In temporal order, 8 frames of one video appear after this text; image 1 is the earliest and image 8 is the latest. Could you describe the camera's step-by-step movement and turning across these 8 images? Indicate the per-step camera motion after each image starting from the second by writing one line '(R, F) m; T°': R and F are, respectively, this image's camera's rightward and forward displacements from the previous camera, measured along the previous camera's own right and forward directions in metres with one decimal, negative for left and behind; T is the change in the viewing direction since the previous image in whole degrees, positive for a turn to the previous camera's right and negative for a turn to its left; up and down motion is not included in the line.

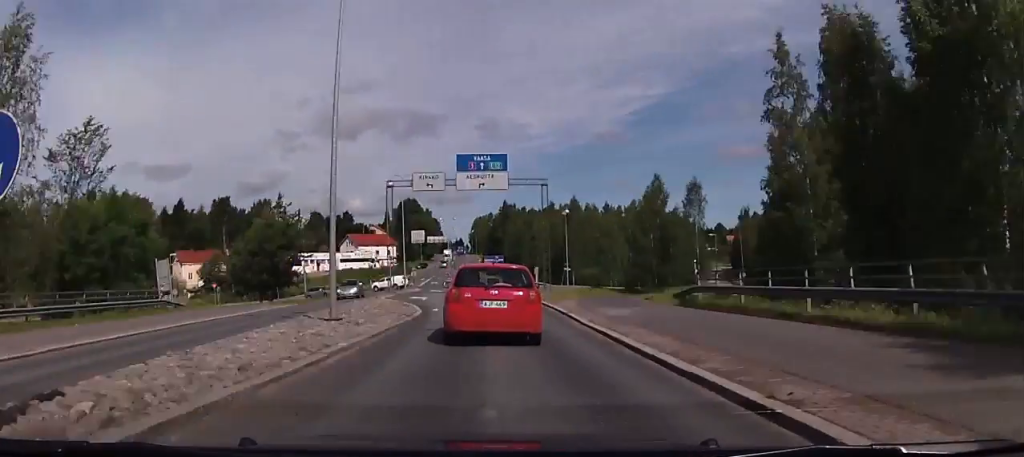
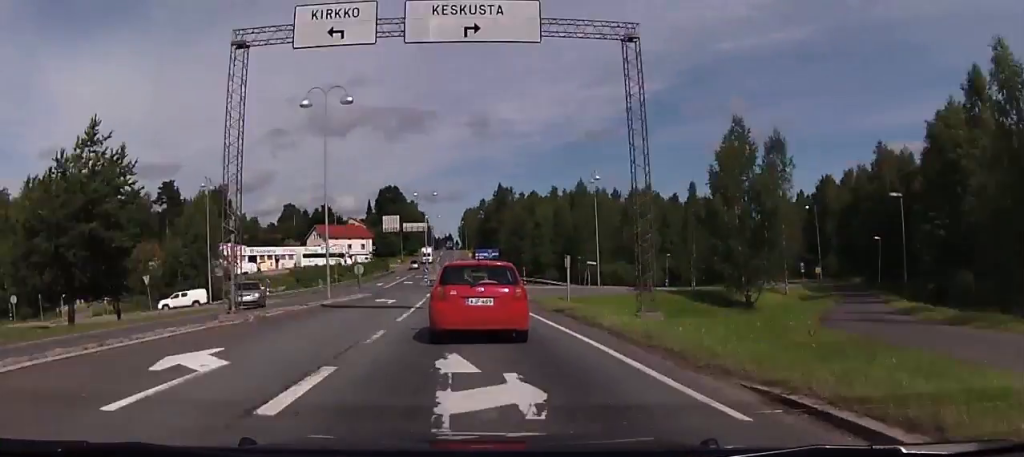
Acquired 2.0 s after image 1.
(+0.6, +30.5) m; 0°
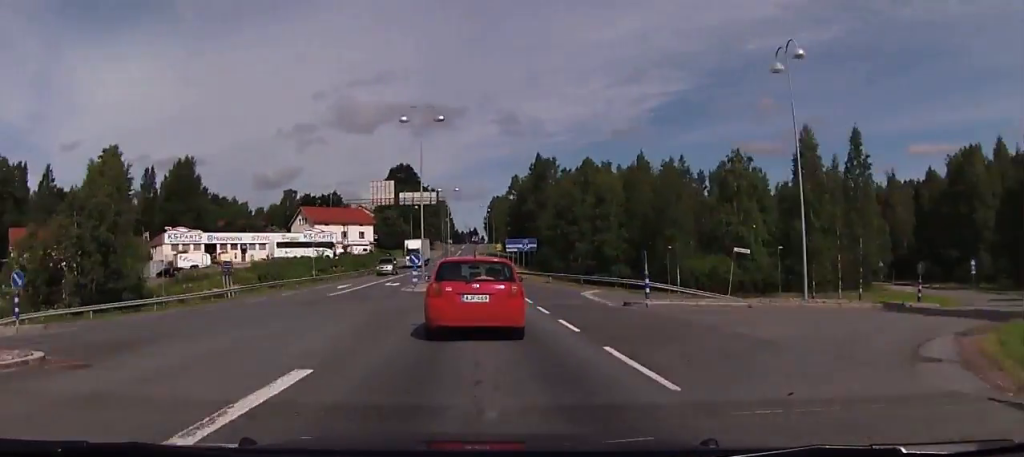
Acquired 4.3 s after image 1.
(-0.4, +35.1) m; -1°
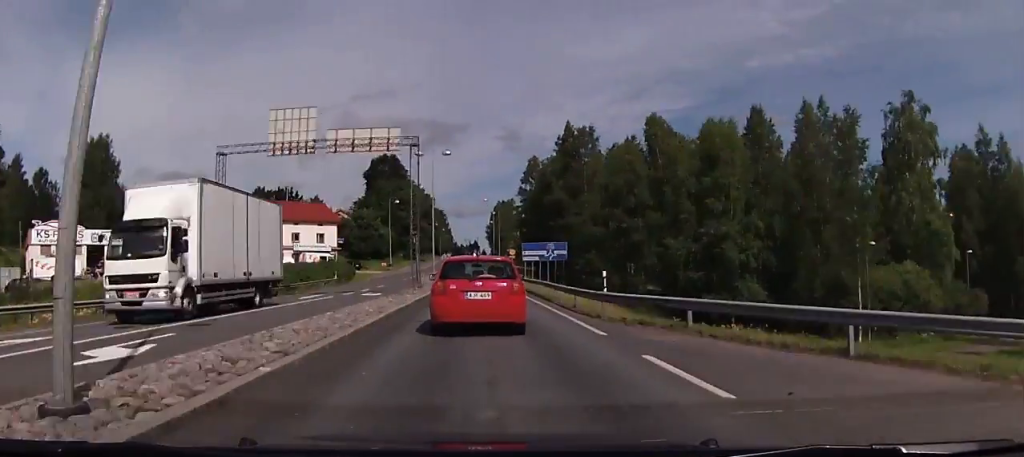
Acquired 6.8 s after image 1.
(-0.4, +37.4) m; -1°
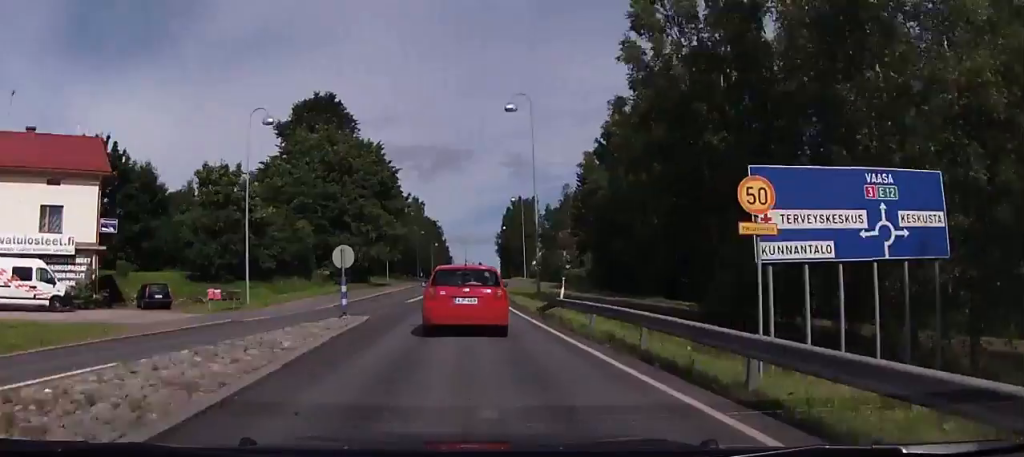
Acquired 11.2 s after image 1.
(-0.5, +63.0) m; 0°
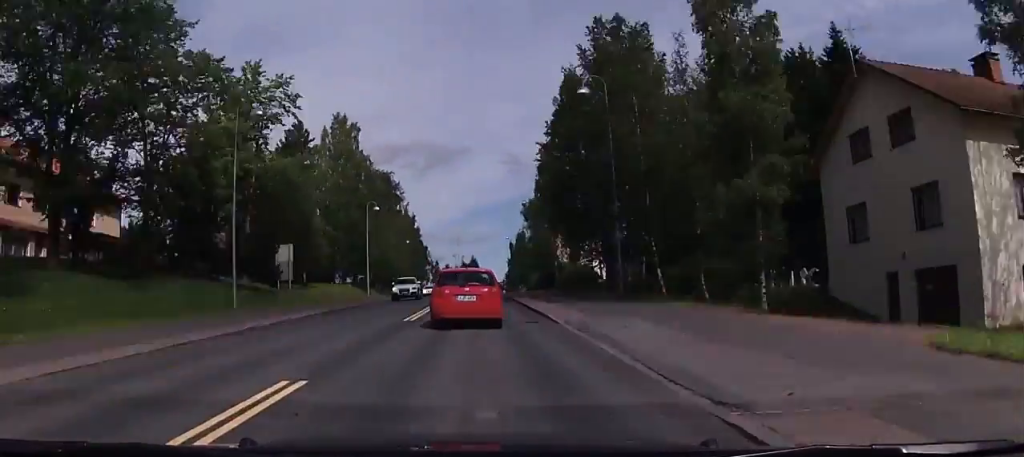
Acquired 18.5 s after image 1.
(+0.4, +99.4) m; +1°
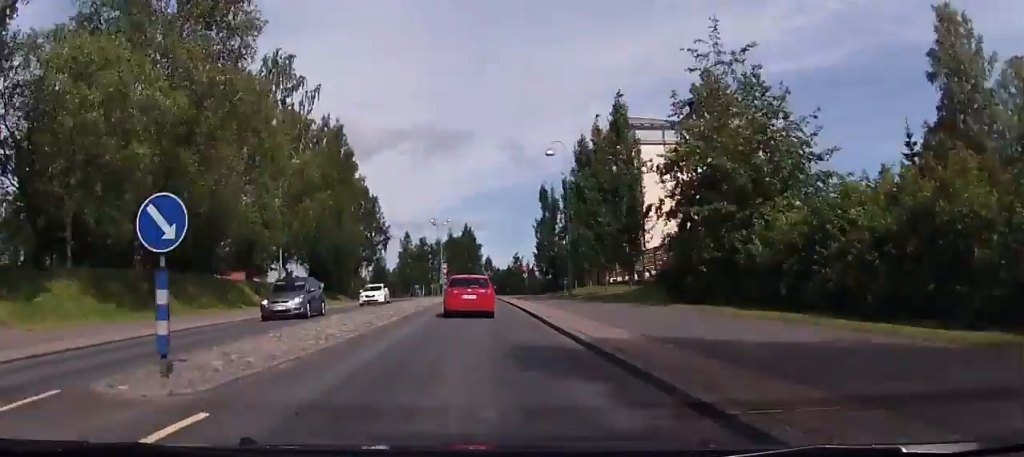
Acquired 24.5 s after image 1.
(+1.0, +69.3) m; +1°
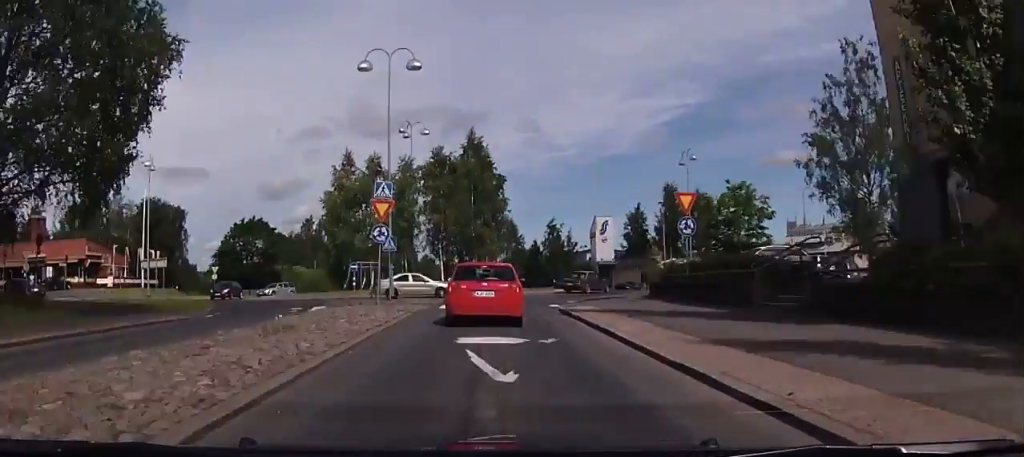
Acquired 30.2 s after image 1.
(-0.2, +52.0) m; +2°
